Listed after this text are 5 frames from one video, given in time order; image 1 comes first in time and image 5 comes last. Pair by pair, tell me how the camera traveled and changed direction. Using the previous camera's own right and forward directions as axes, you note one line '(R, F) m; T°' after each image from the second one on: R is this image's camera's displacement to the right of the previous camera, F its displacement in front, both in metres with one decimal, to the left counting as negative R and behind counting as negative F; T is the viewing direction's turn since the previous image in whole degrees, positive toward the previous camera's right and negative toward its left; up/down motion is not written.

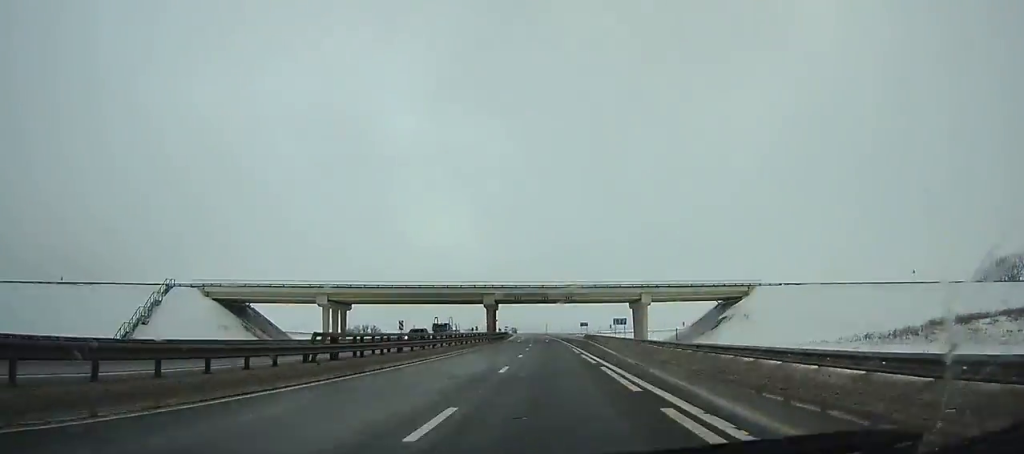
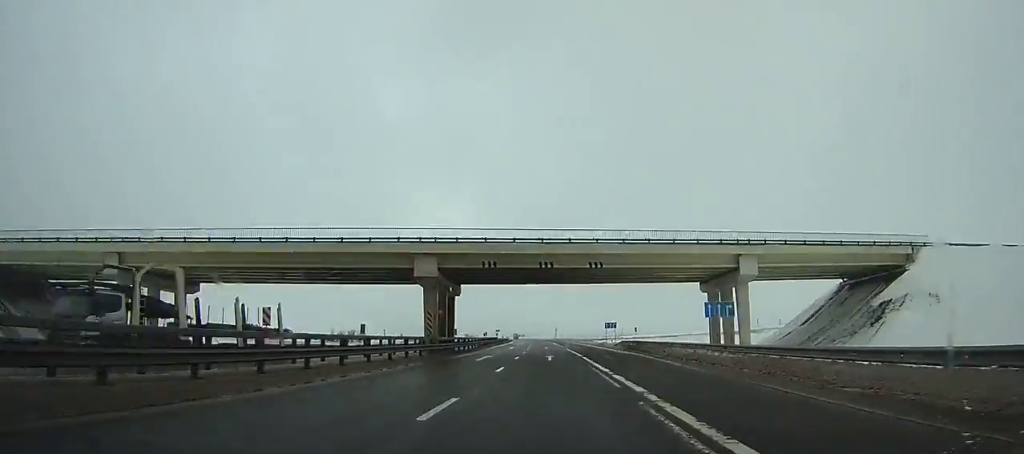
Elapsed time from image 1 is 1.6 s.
(-0.6, +46.2) m; -1°
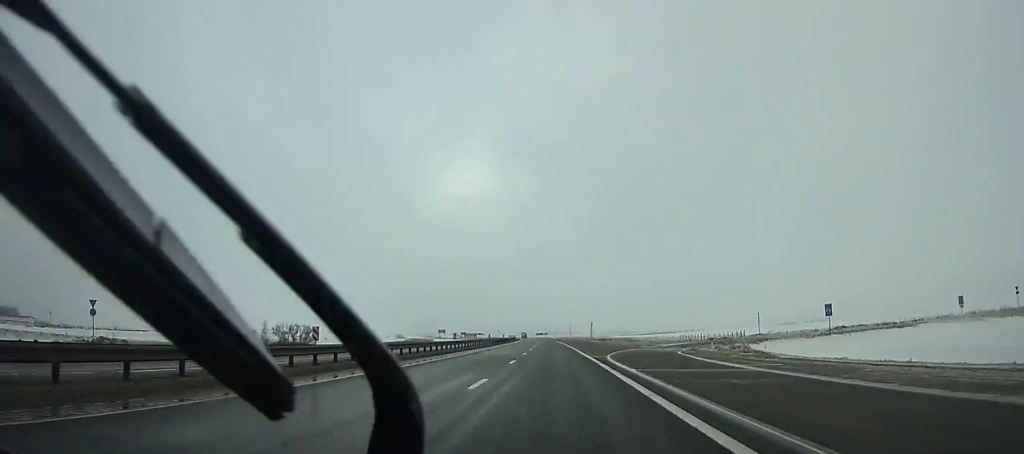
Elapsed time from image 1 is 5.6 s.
(-2.3, +114.1) m; -2°
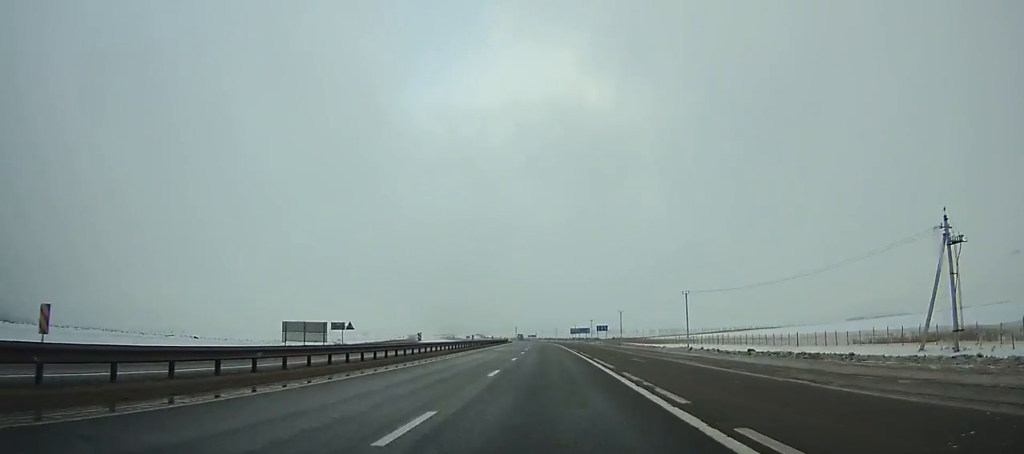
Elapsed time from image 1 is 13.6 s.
(-7.8, +224.6) m; -4°
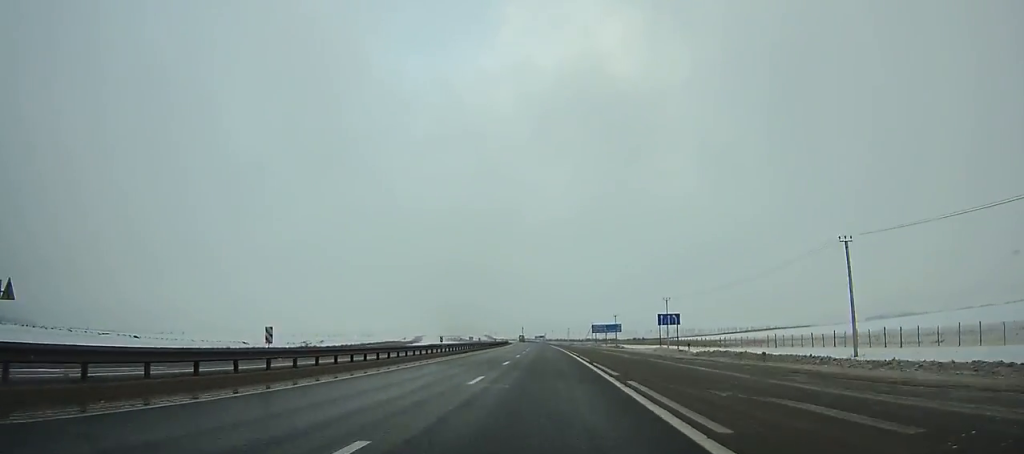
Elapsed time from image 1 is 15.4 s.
(-0.2, +51.0) m; -1°
